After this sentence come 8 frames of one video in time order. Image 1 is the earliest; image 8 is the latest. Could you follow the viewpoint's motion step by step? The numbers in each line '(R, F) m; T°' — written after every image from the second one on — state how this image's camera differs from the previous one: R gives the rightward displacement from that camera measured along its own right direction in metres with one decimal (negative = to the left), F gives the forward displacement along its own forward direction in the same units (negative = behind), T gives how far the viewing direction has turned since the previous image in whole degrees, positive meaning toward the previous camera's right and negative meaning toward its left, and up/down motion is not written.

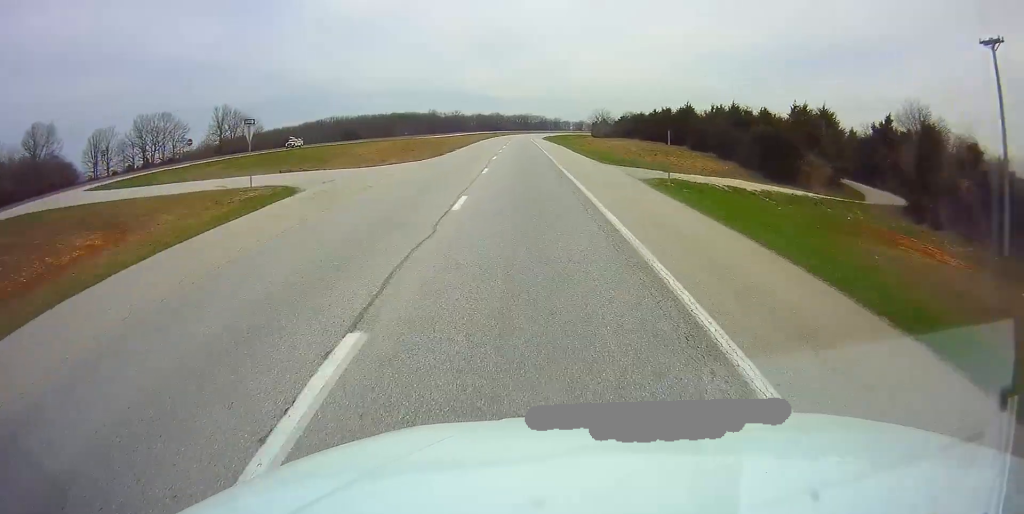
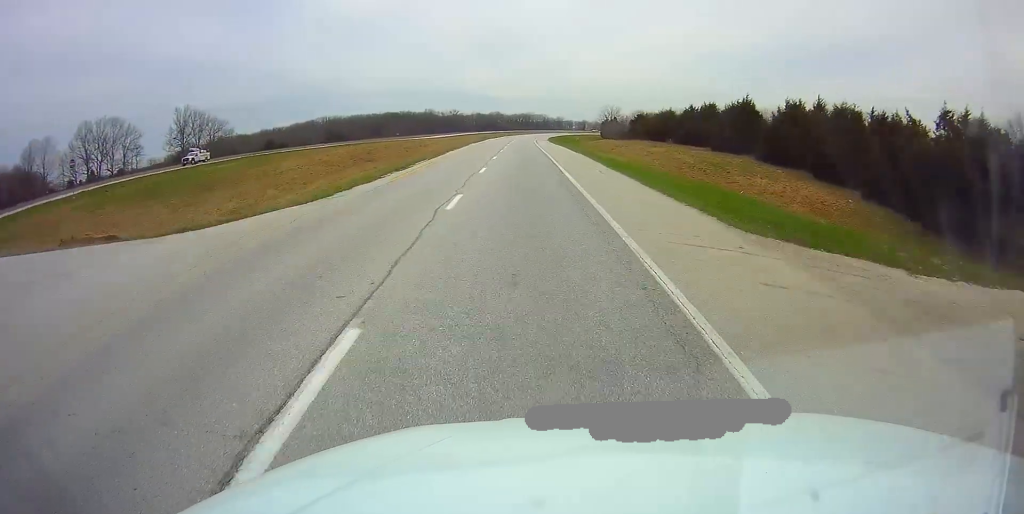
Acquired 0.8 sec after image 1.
(-0.1, +23.7) m; 0°
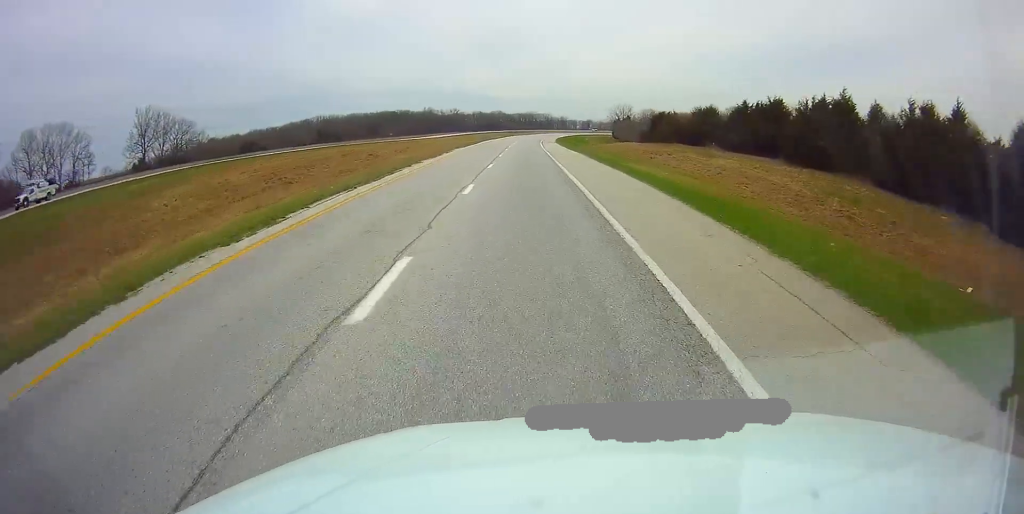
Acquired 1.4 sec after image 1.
(+0.1, +20.7) m; 0°
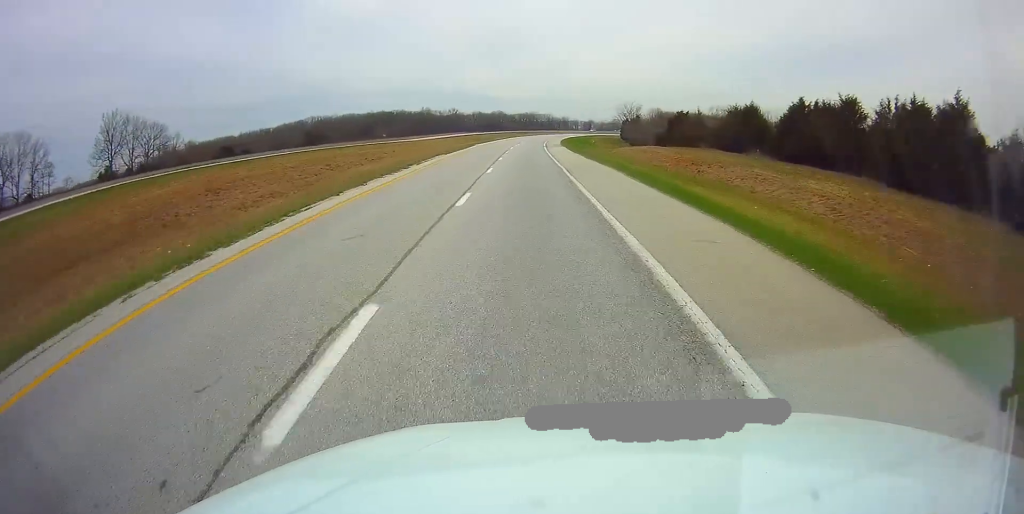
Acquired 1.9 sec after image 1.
(+0.1, +14.5) m; 0°
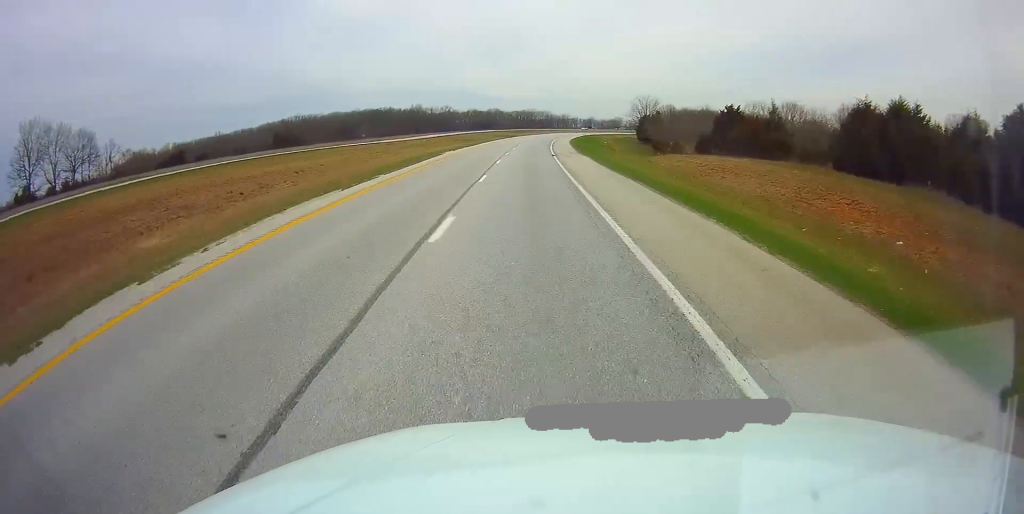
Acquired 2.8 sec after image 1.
(+0.1, +29.0) m; +1°
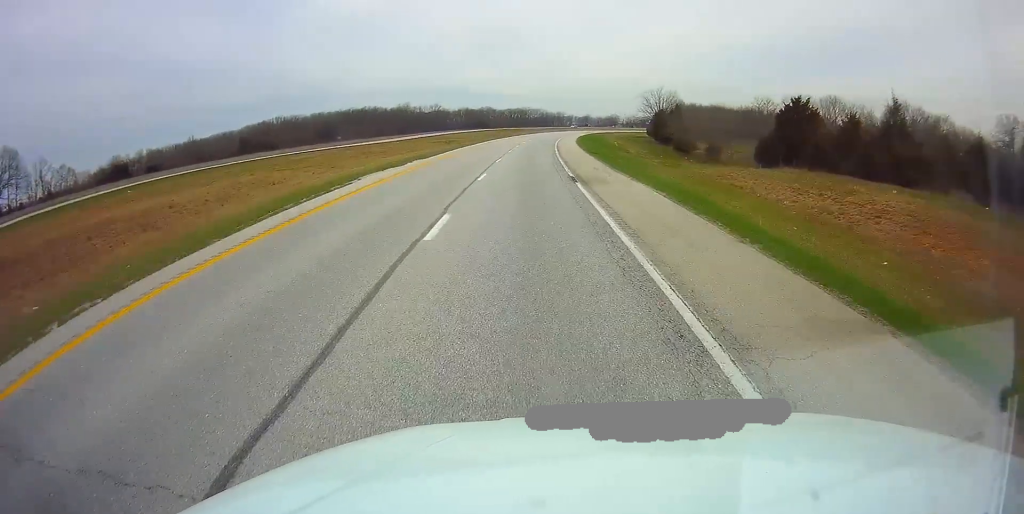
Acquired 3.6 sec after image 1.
(0.0, +23.9) m; +1°
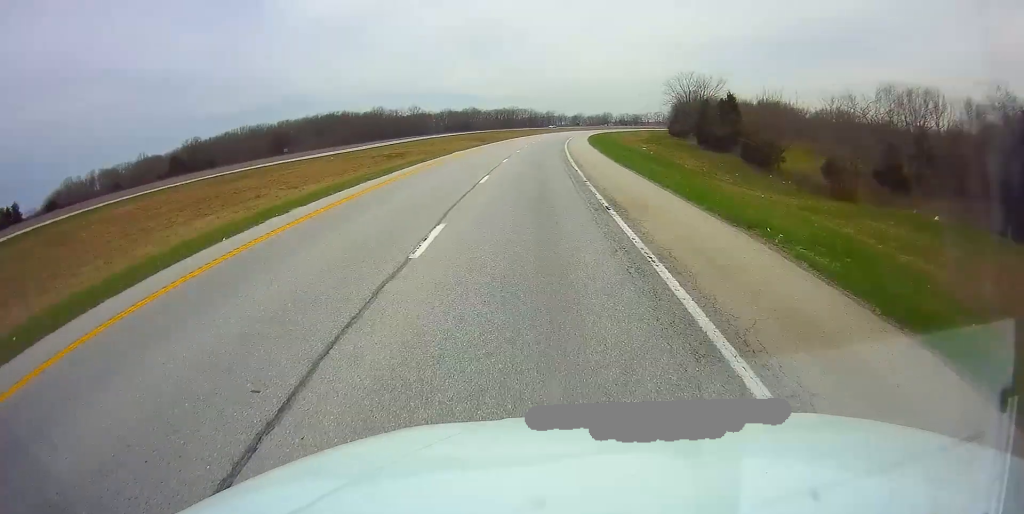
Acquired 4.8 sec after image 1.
(+0.7, +37.4) m; +2°
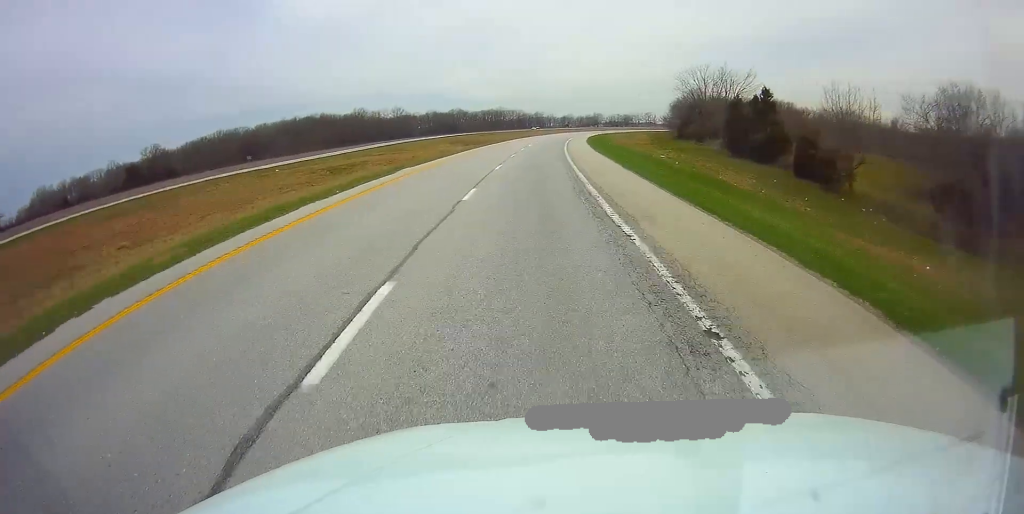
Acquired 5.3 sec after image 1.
(+0.1, +16.6) m; +1°
